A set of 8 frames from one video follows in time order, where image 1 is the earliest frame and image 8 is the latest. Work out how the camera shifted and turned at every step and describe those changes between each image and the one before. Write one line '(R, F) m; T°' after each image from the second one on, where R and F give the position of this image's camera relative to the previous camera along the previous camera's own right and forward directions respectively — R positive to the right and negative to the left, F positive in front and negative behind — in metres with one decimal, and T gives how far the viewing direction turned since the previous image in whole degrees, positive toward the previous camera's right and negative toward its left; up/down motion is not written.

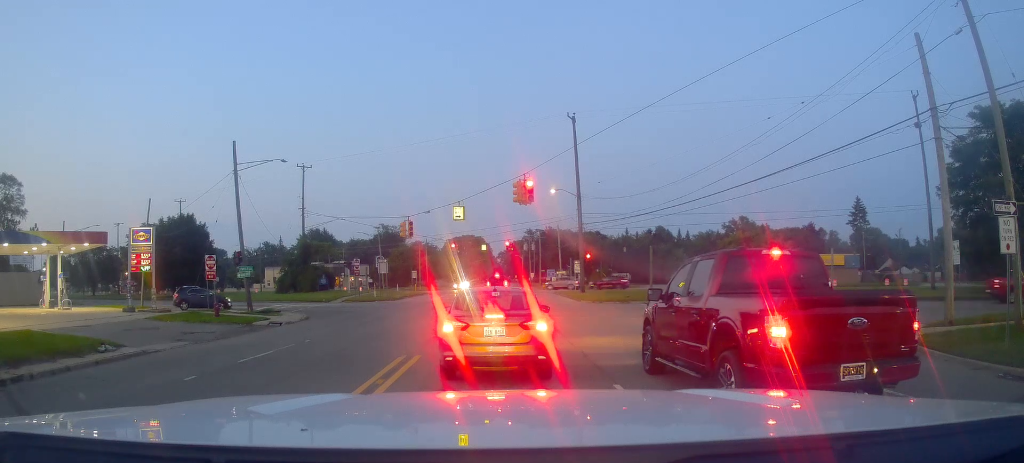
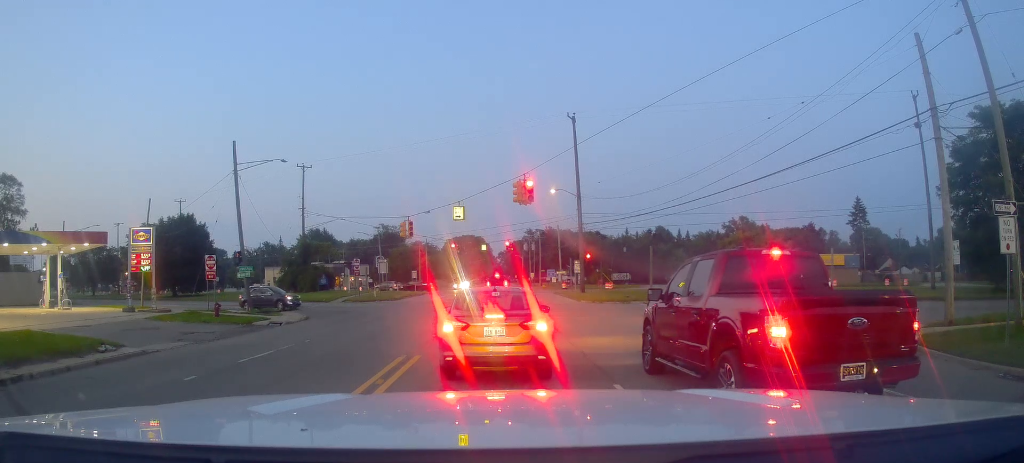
(0.0, 0.0) m; 0°
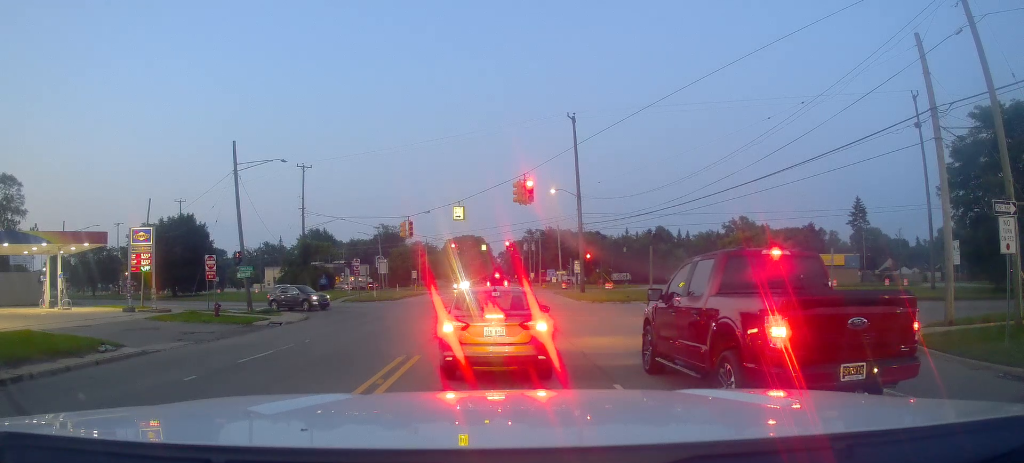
(0.0, 0.0) m; 0°
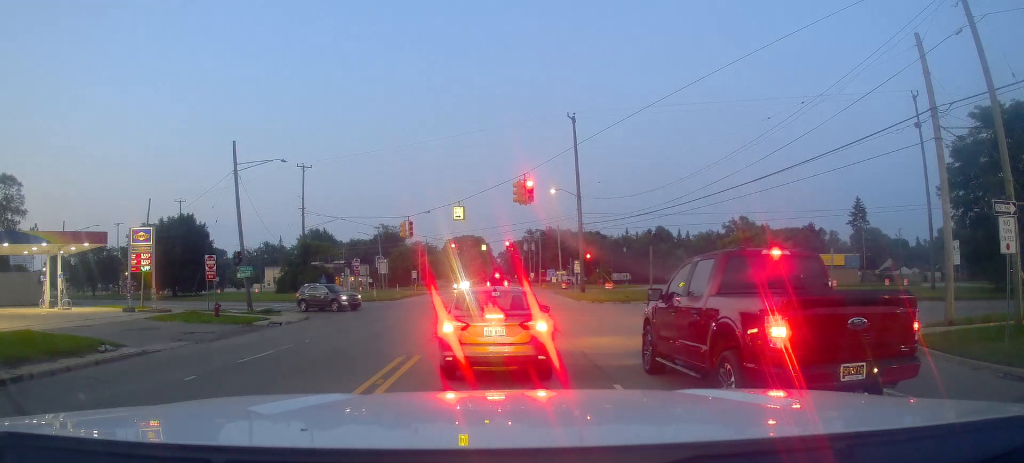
(0.0, 0.0) m; 0°
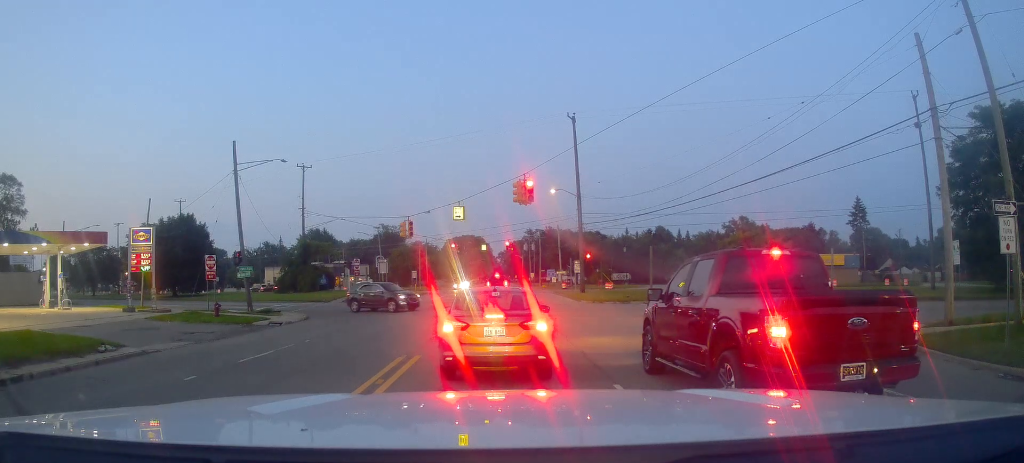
(0.0, 0.0) m; 0°
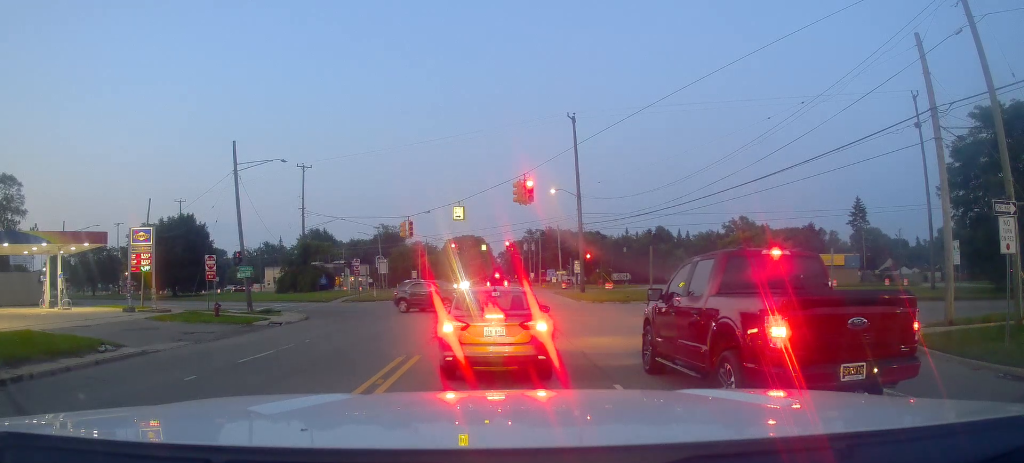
(0.0, 0.0) m; 0°
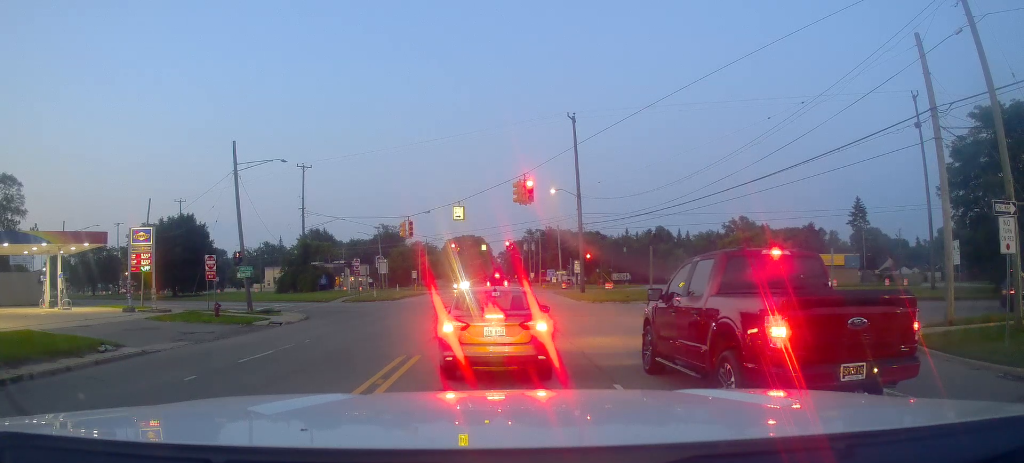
(0.0, 0.0) m; 0°
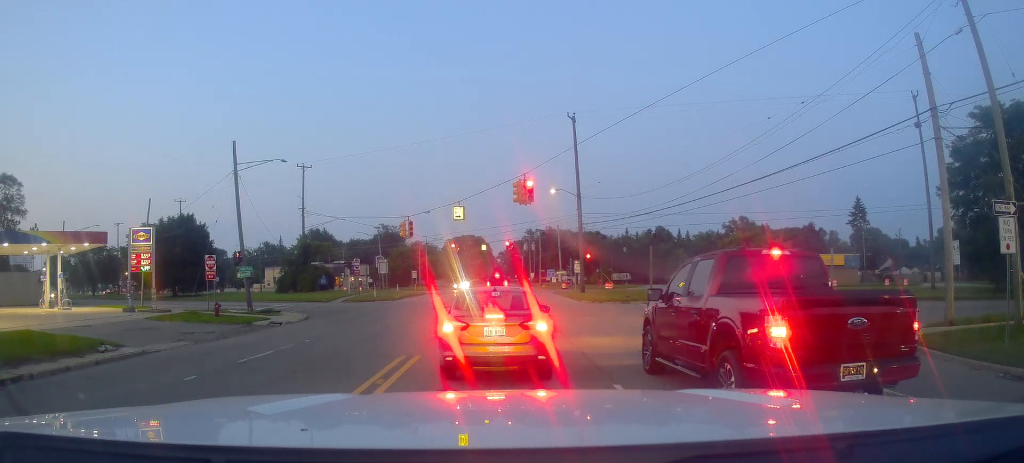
(0.0, 0.0) m; 0°
